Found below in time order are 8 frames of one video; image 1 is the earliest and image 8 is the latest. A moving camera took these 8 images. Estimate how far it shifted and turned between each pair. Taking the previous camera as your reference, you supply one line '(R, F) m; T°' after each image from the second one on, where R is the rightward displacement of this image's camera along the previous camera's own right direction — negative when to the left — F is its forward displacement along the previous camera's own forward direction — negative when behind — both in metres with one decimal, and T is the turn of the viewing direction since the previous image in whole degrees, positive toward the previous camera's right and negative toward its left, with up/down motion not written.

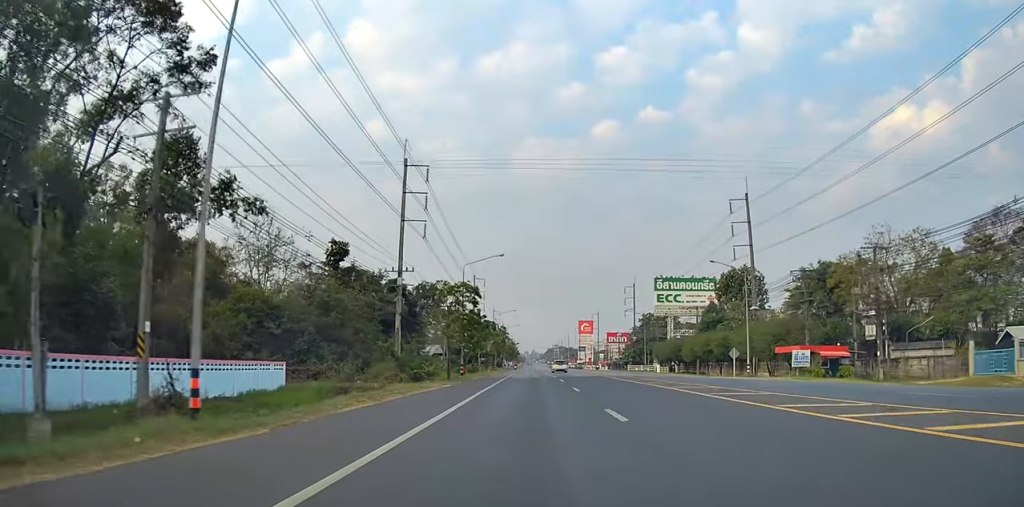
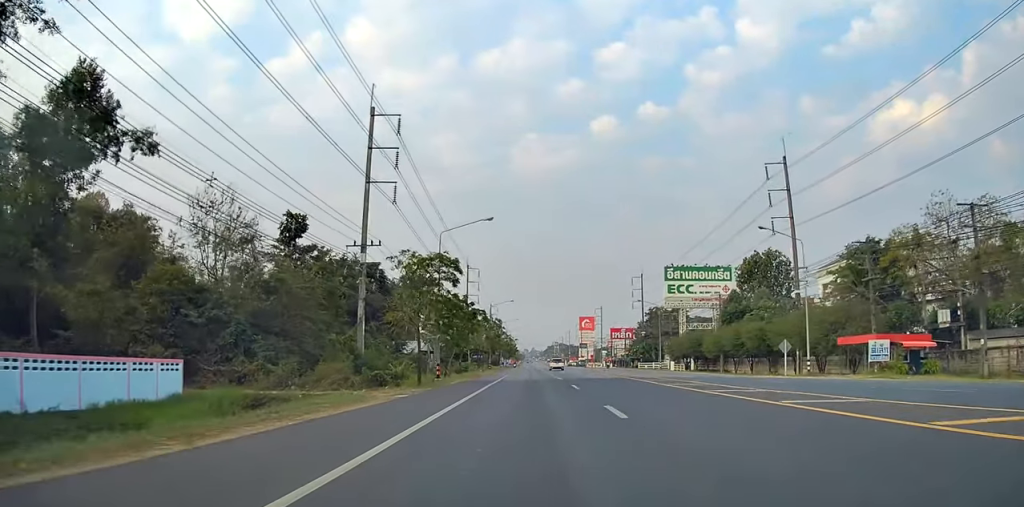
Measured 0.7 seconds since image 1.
(+0.1, +11.8) m; -1°
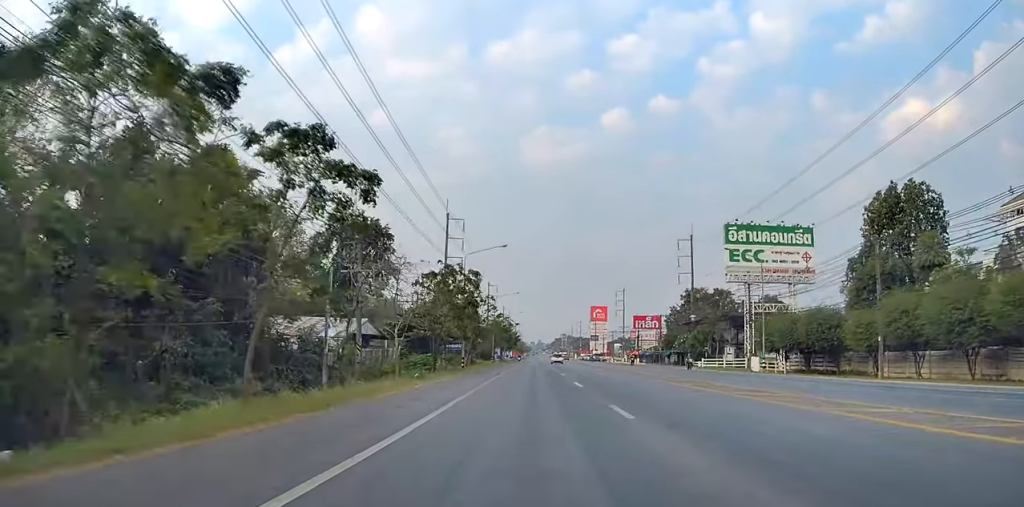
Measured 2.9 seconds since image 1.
(+0.2, +37.9) m; +2°
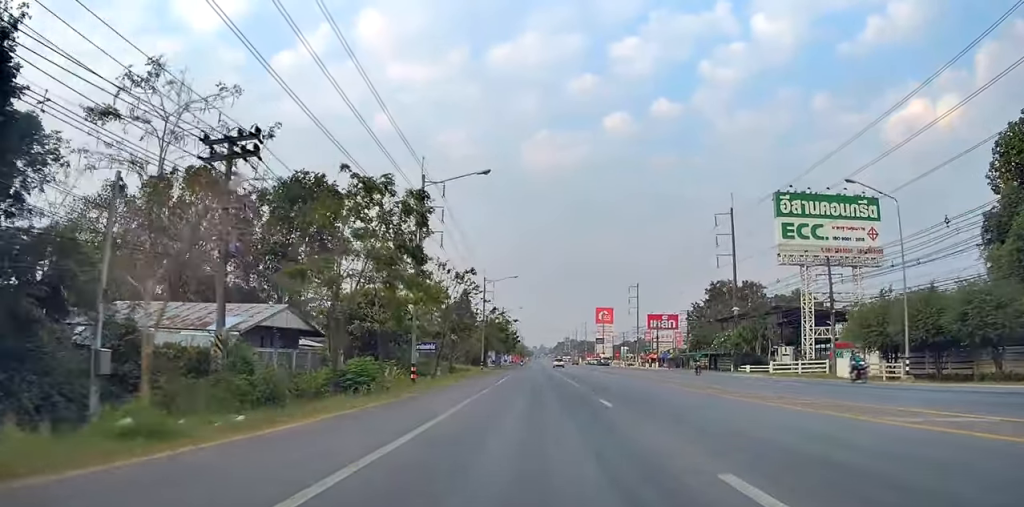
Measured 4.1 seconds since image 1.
(0.0, +20.0) m; 0°
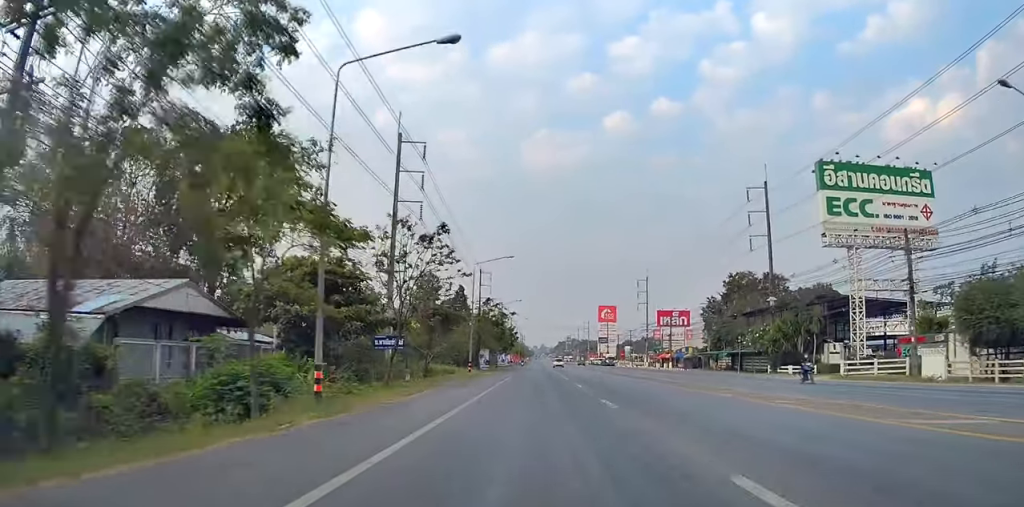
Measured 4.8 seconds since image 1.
(0.0, +12.2) m; 0°
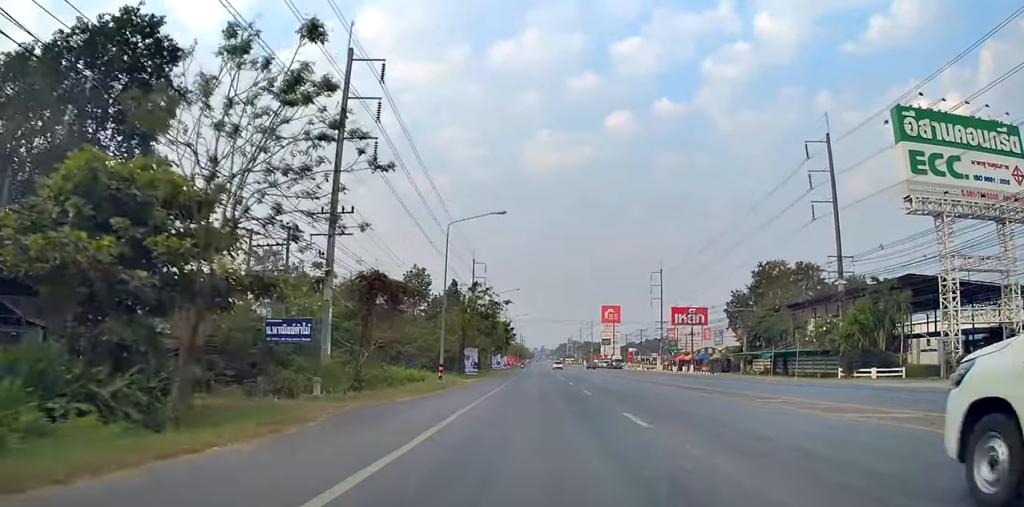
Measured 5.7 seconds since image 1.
(0.0, +15.7) m; 0°
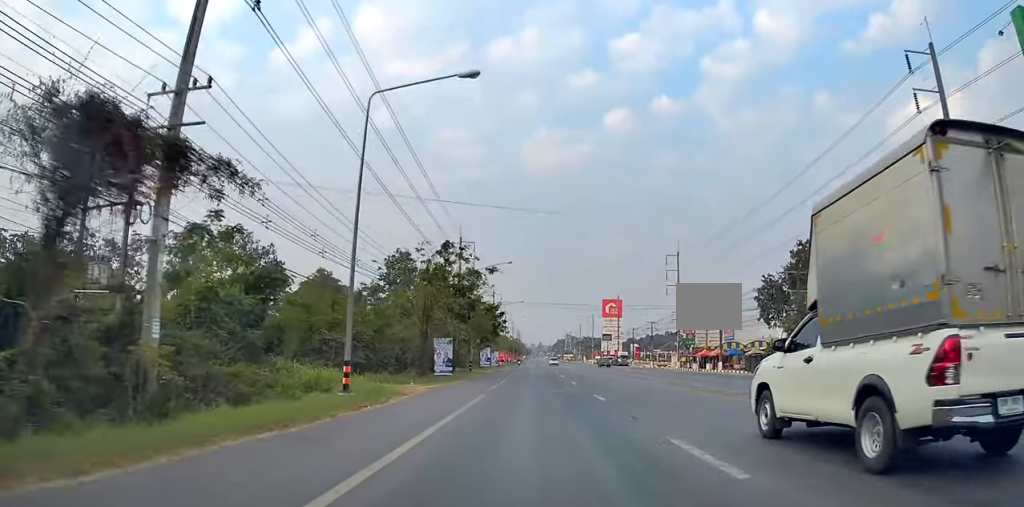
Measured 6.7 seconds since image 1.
(-0.1, +17.2) m; 0°
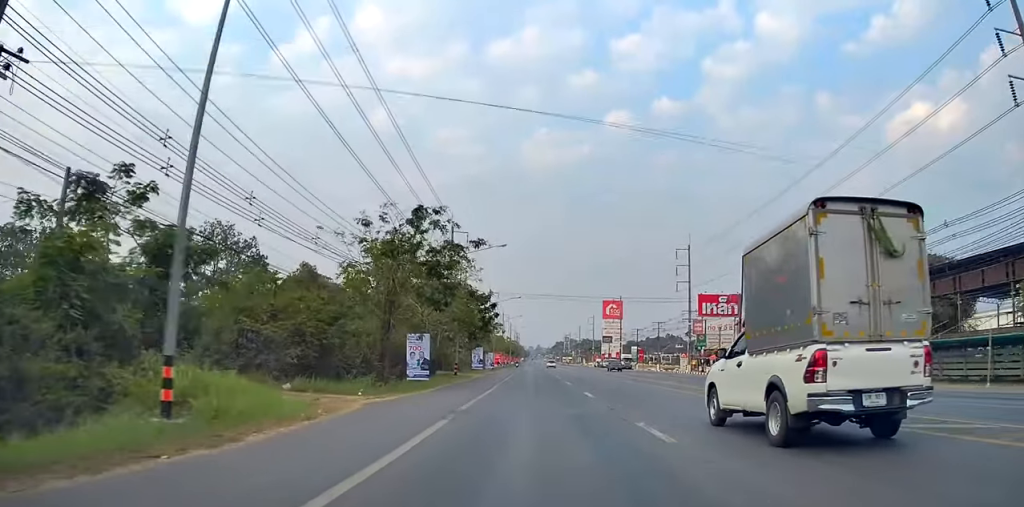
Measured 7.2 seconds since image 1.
(-0.1, +8.8) m; 0°
